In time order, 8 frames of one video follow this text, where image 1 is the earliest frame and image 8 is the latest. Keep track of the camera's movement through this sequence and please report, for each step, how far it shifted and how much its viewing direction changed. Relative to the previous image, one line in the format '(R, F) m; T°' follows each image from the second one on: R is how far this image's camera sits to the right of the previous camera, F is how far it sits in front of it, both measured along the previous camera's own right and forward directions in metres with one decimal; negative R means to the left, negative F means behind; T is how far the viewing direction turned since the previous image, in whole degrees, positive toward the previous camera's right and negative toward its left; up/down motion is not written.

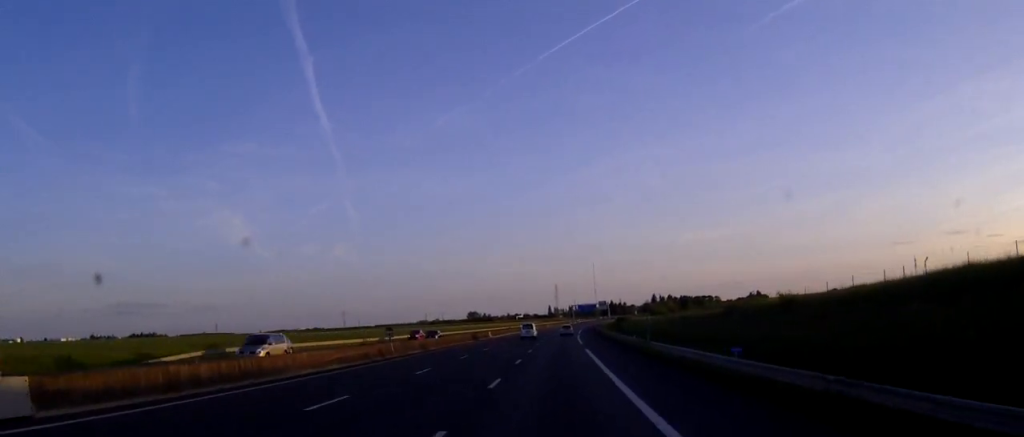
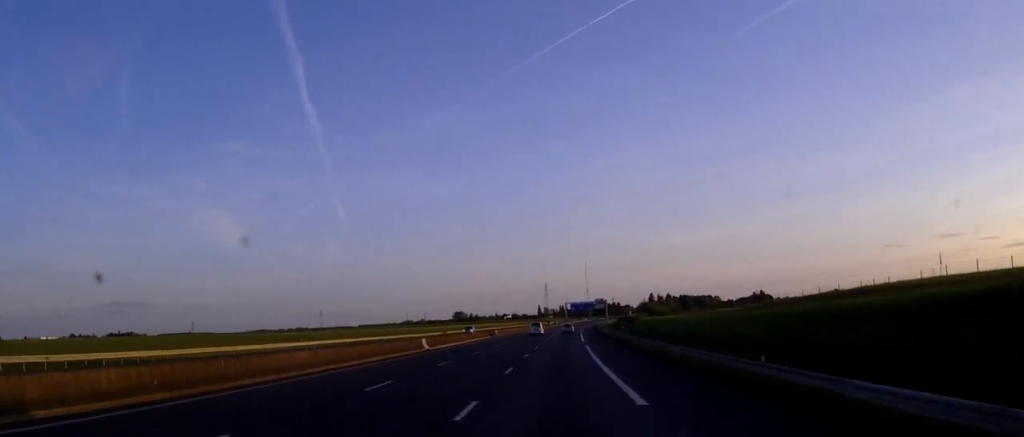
(+0.3, +45.3) m; +1°
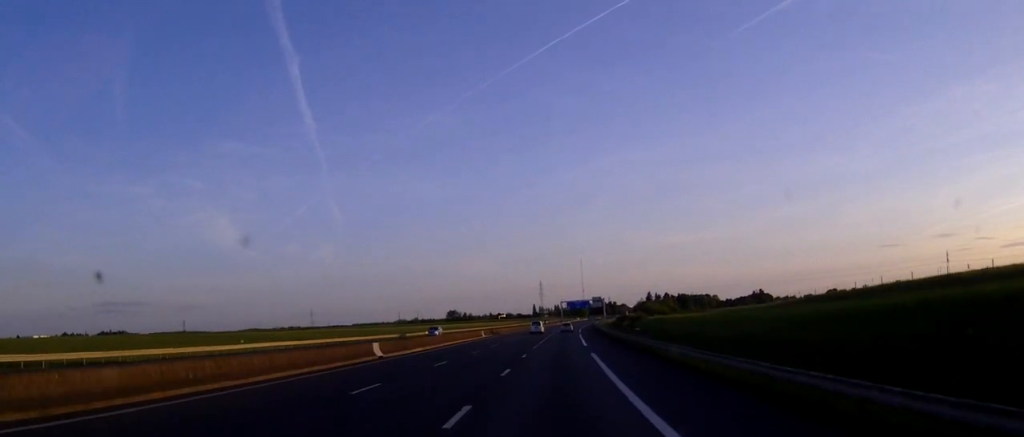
(0.0, +13.9) m; 0°
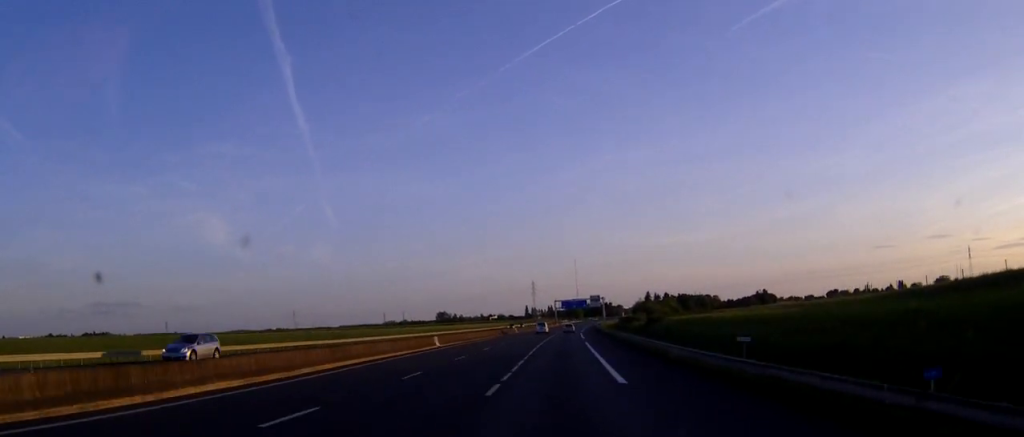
(+0.2, +32.1) m; +1°
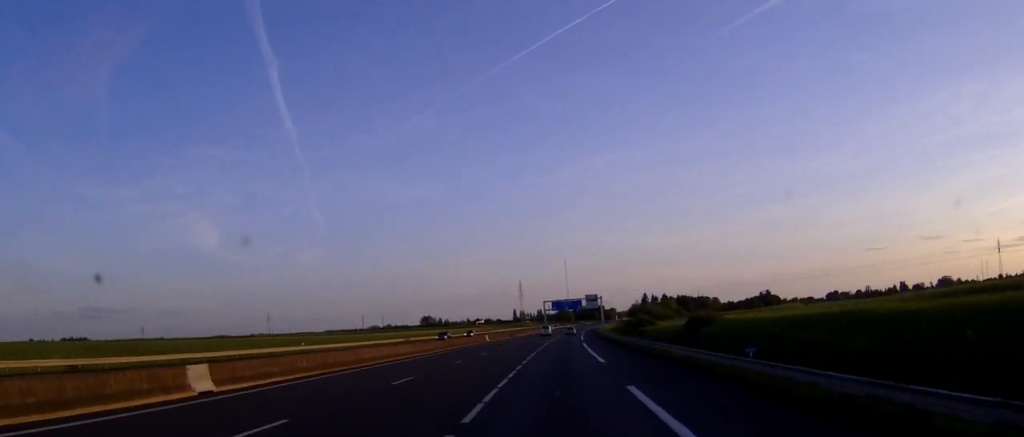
(+0.3, +39.8) m; +1°
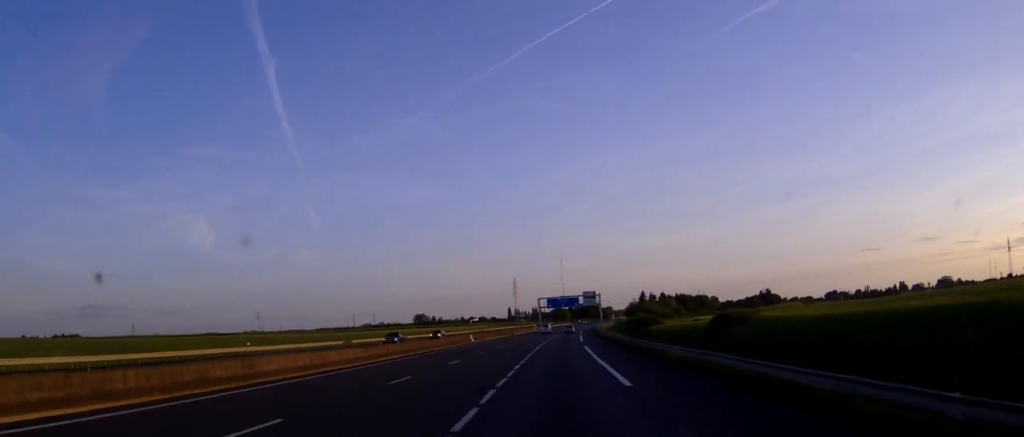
(+0.1, +12.9) m; 0°
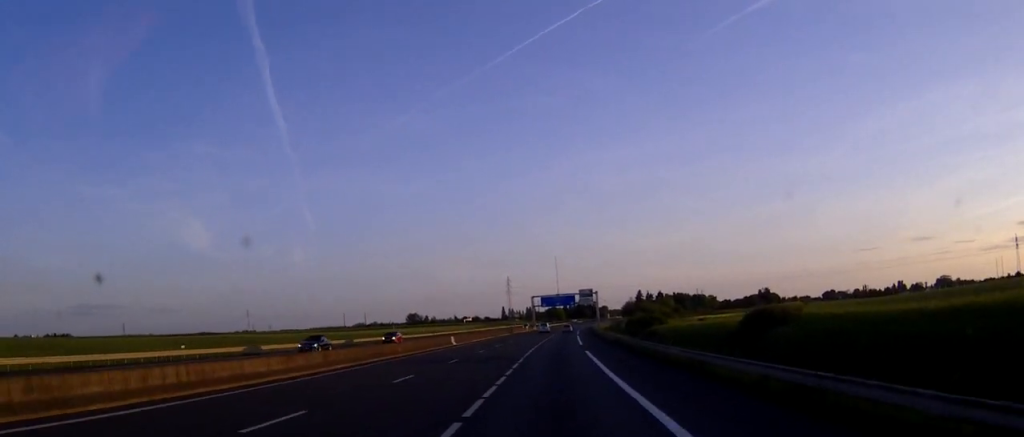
(+0.1, +11.2) m; 0°
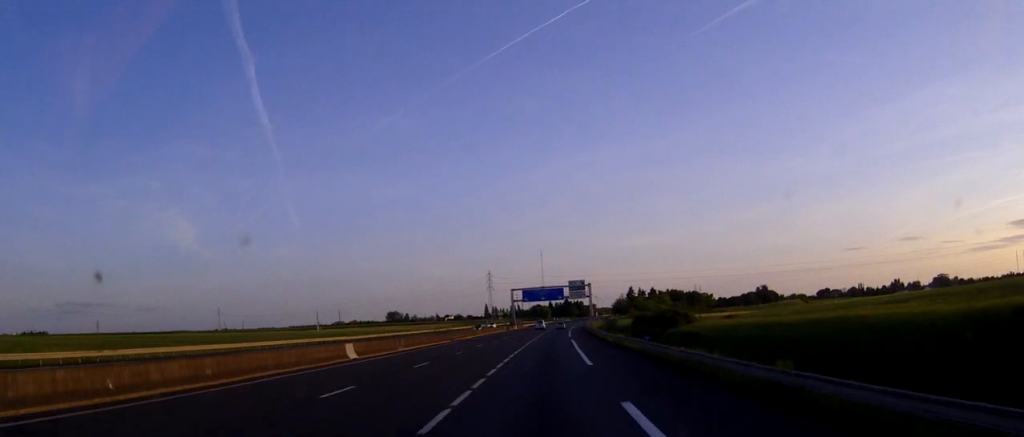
(+0.2, +31.7) m; 0°
